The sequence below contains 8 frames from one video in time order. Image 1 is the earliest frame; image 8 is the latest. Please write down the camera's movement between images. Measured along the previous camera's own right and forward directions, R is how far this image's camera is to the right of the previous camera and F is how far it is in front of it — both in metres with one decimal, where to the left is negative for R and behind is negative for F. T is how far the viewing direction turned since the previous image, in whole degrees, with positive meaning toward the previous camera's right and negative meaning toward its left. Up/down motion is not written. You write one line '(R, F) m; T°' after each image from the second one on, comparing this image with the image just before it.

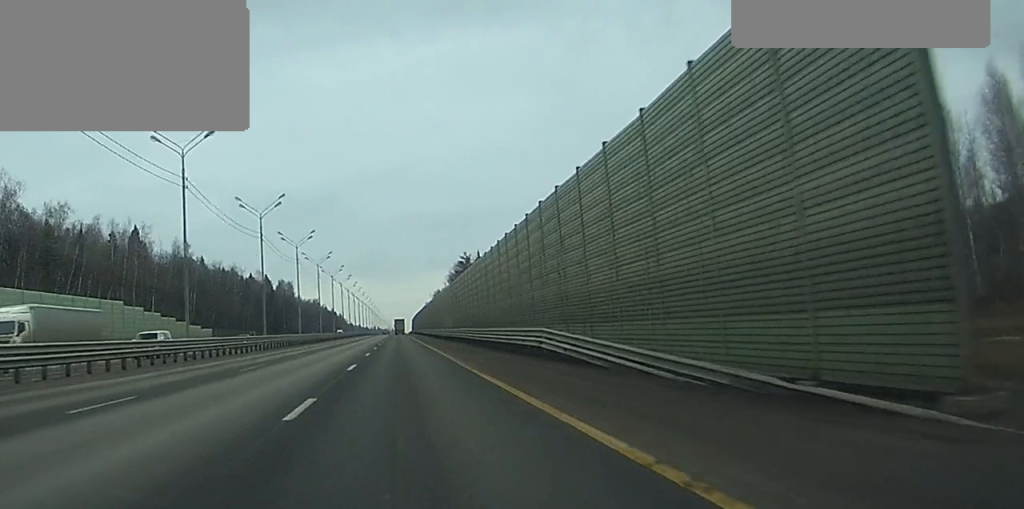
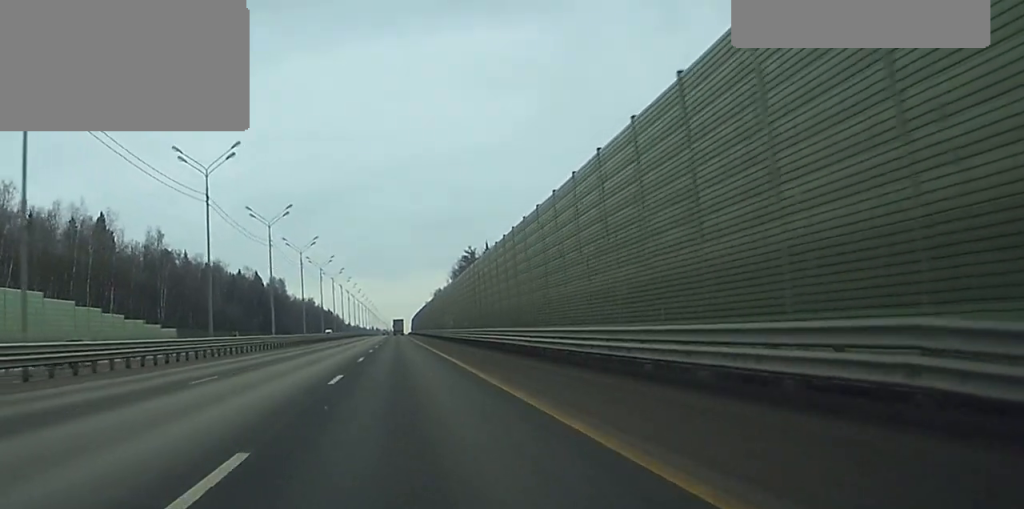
(-0.1, +23.0) m; 0°
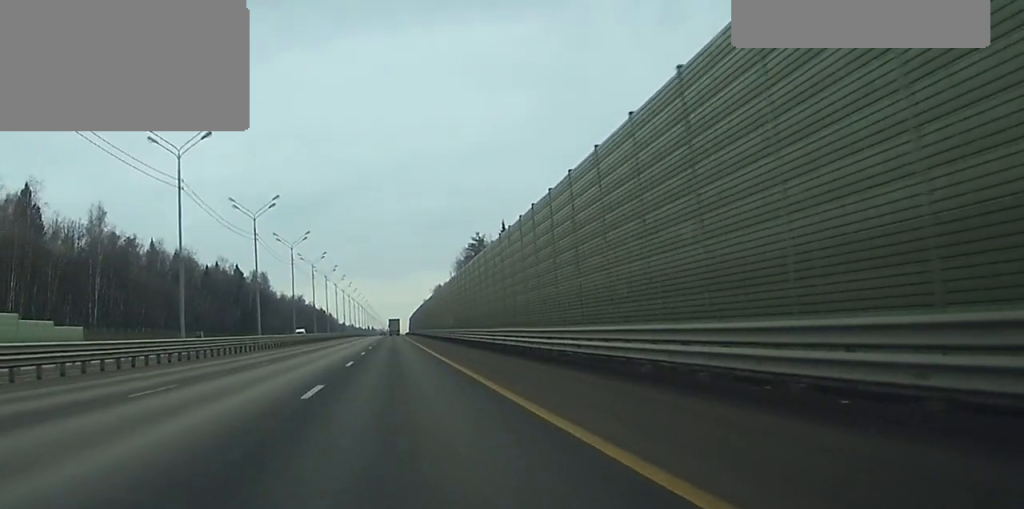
(+0.1, +36.0) m; 0°
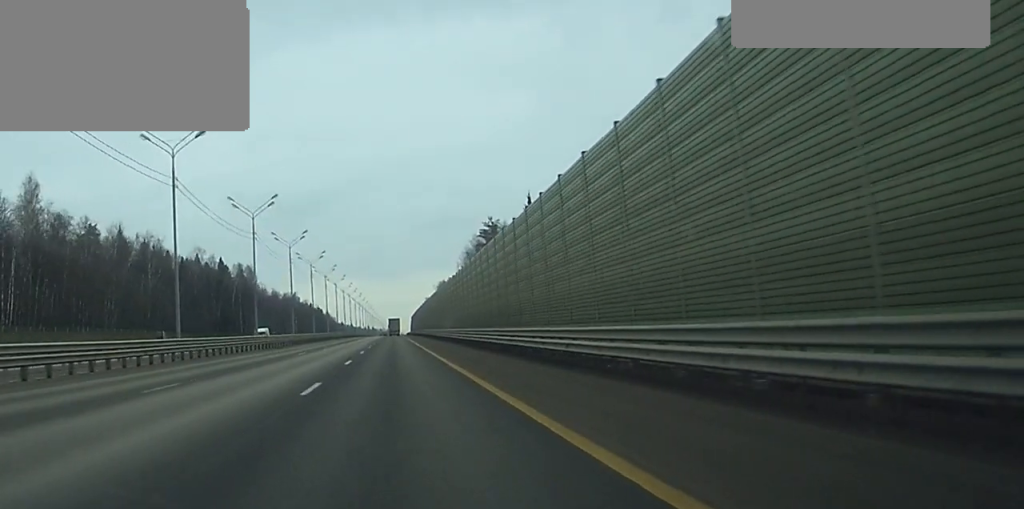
(0.0, +30.7) m; 0°
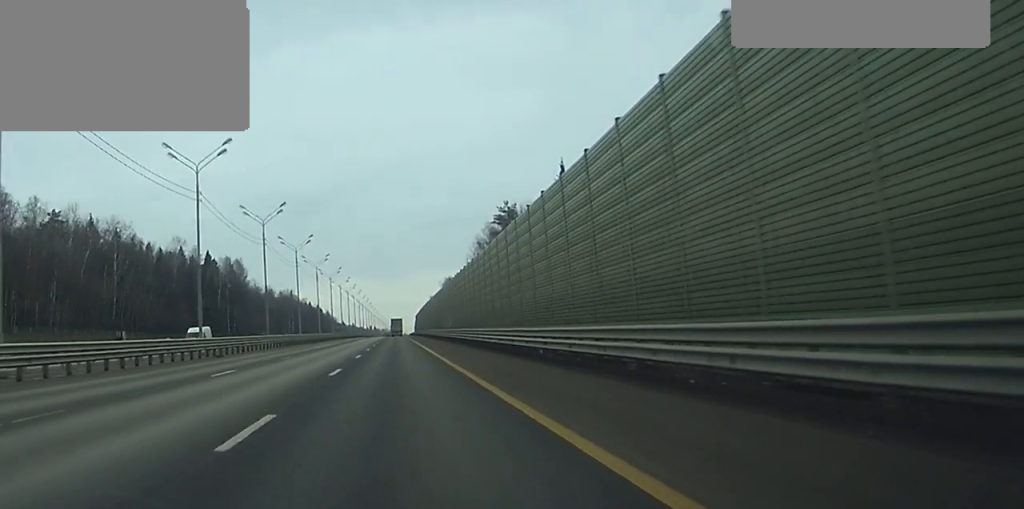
(0.0, +24.3) m; 0°
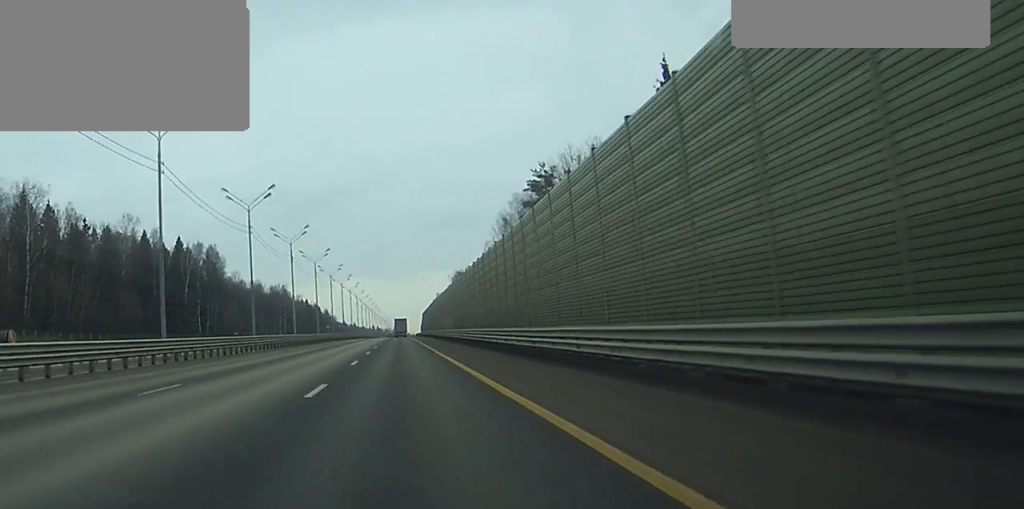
(0.0, +40.3) m; 0°
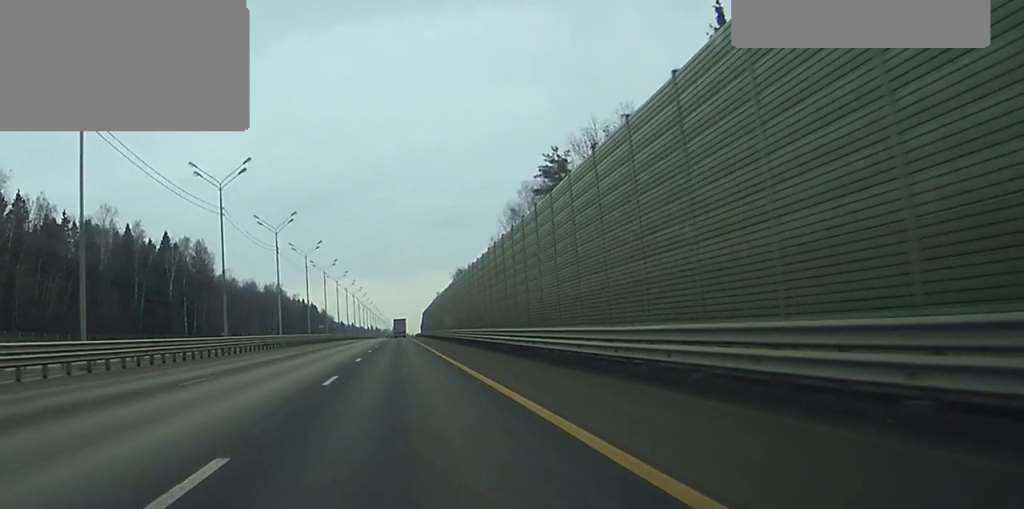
(0.0, +12.2) m; 0°
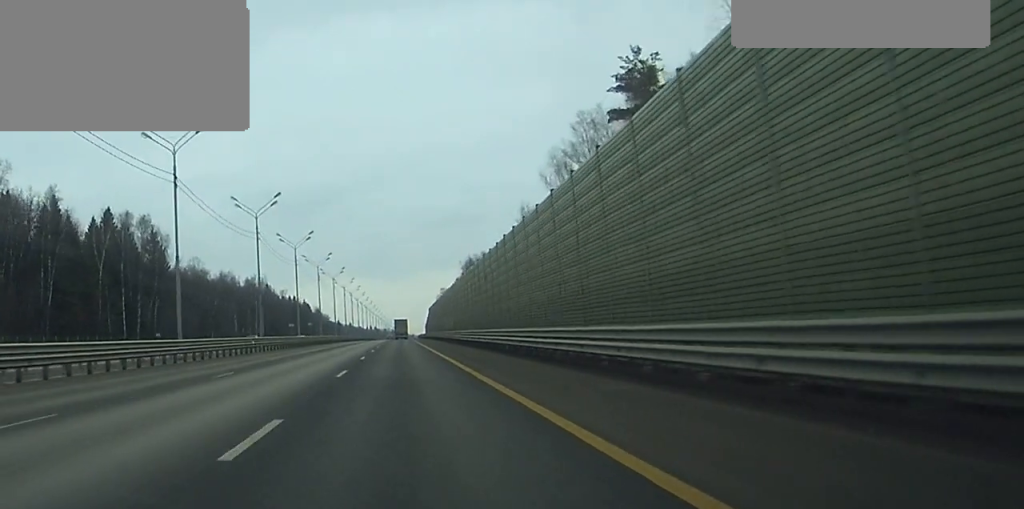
(-0.1, +44.0) m; 0°
